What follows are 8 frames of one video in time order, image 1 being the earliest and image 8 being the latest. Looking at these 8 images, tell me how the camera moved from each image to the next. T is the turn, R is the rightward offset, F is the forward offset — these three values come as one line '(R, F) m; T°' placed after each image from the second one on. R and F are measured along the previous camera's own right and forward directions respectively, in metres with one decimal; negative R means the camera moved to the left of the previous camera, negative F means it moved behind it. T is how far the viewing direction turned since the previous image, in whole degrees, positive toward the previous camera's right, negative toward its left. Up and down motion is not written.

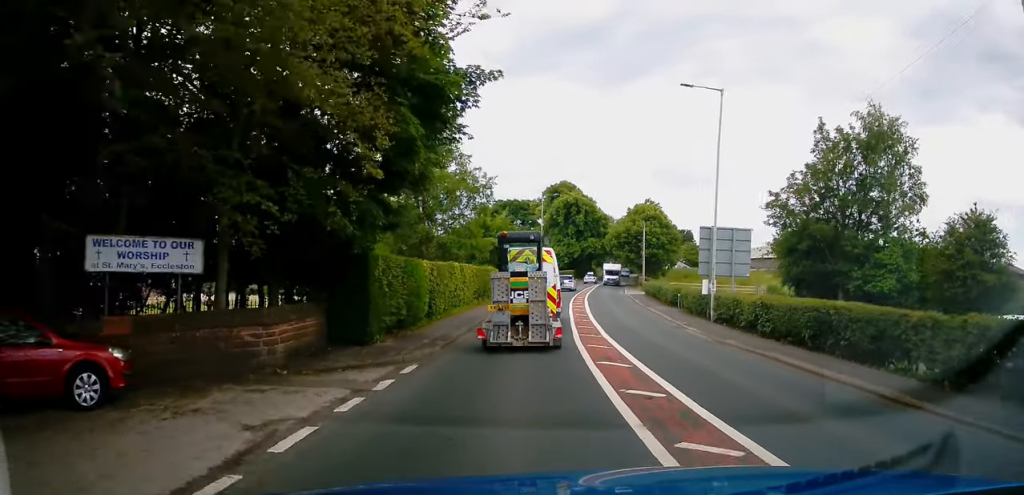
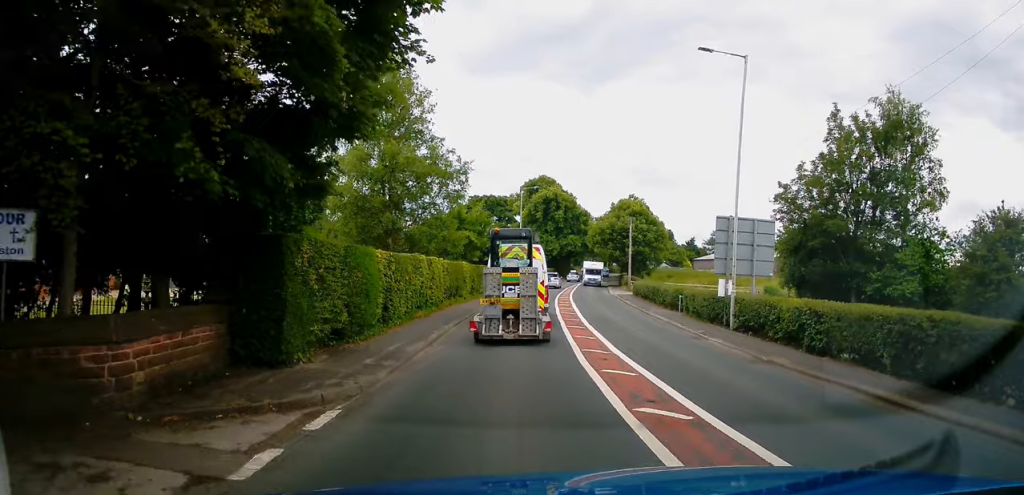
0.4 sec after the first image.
(-0.1, +4.4) m; +2°
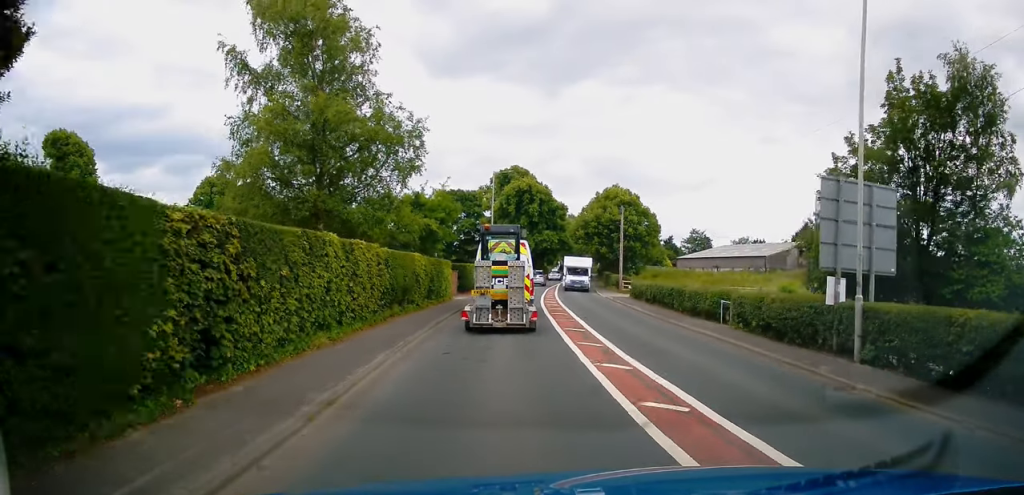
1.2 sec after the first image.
(+0.5, +8.6) m; +3°
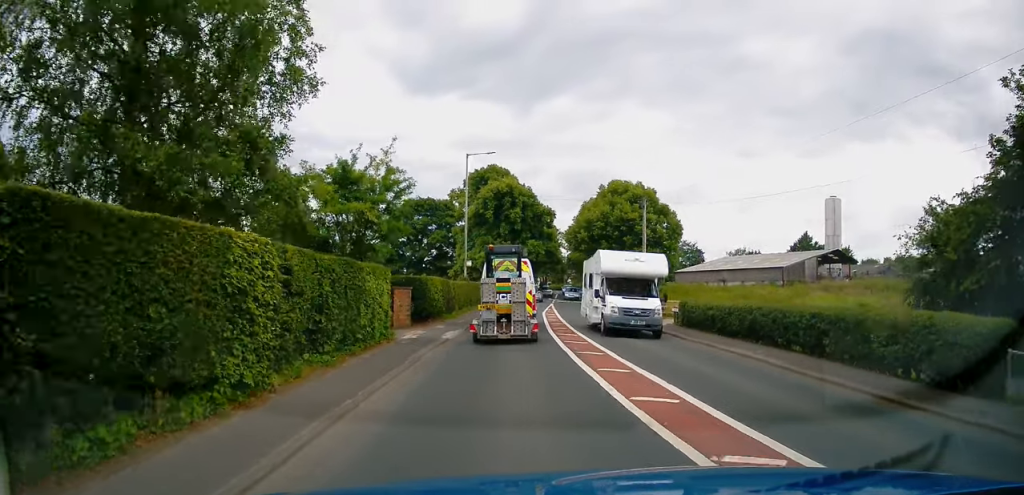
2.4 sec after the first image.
(+0.2, +13.8) m; +1°
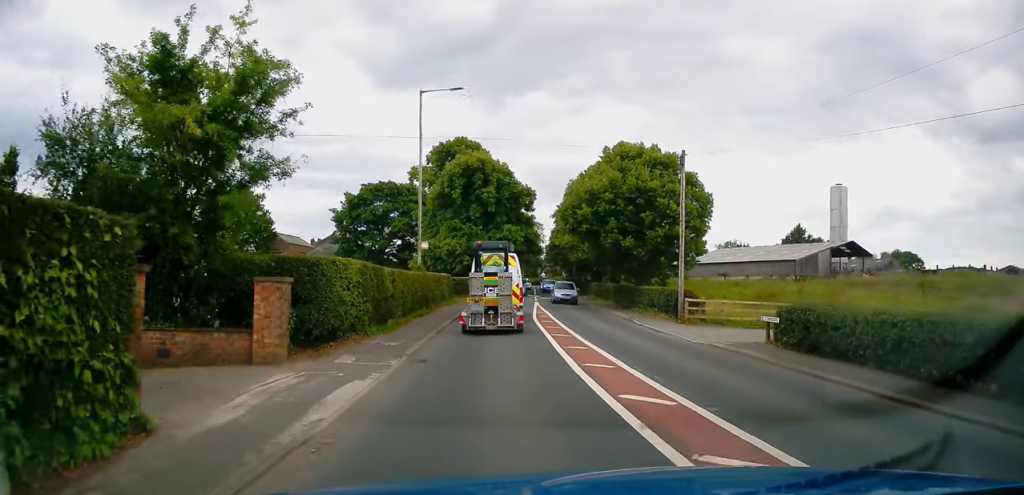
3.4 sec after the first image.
(+0.1, +11.6) m; +3°
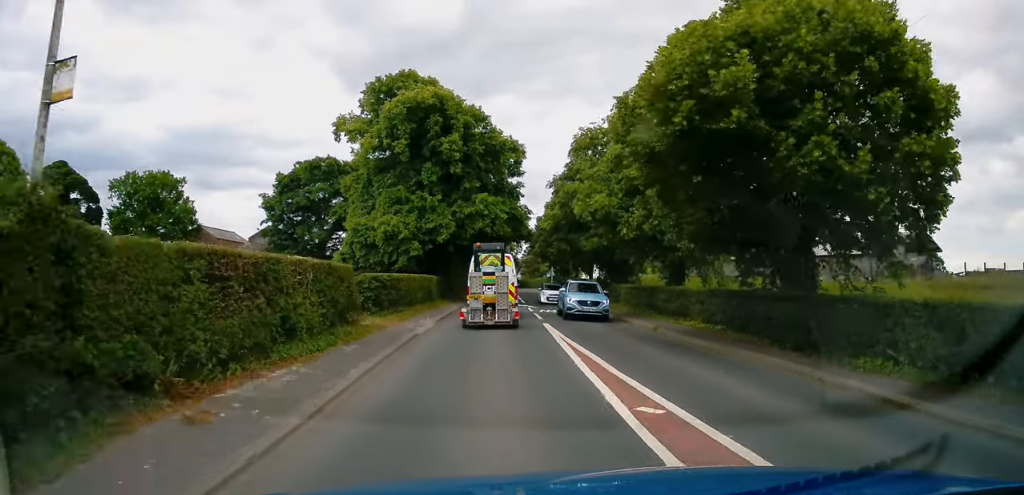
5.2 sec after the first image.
(+1.2, +22.2) m; +3°
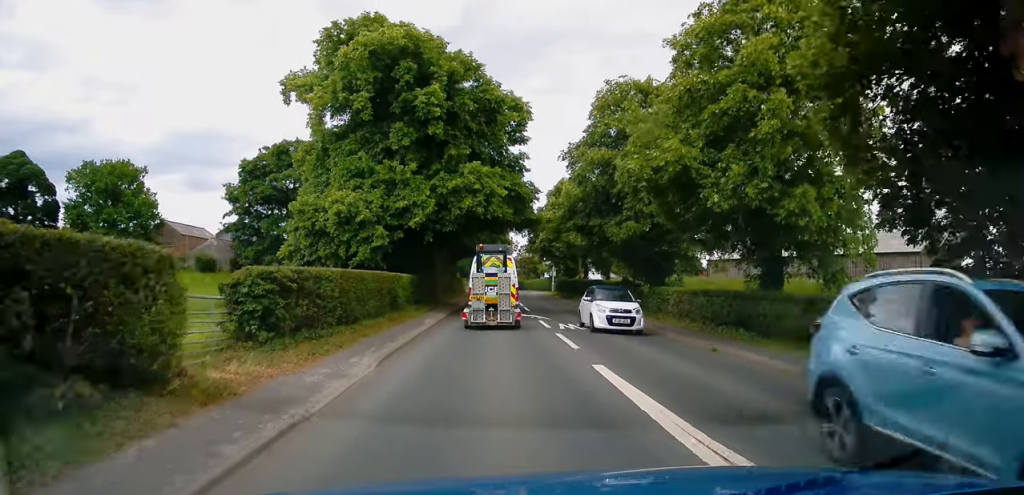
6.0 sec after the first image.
(0.0, +10.4) m; +1°
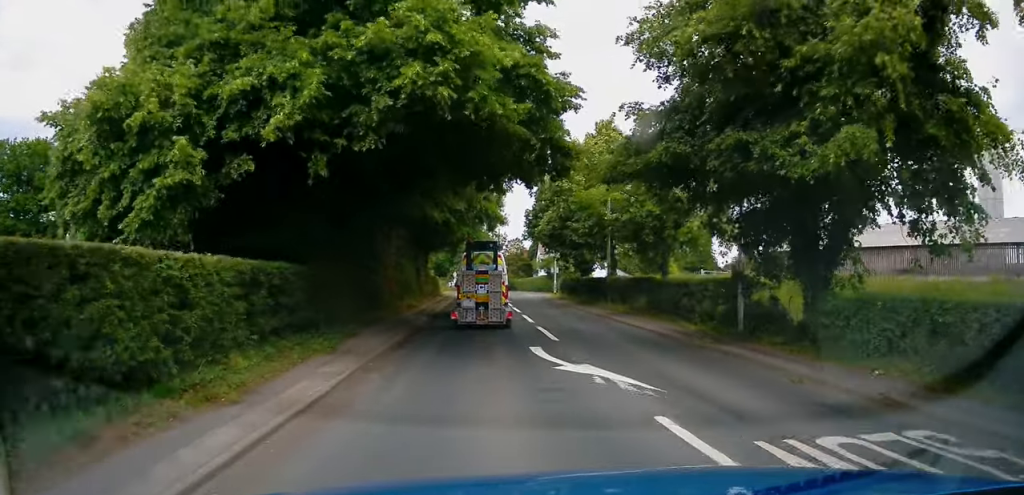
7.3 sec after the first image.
(+0.4, +17.3) m; +2°
